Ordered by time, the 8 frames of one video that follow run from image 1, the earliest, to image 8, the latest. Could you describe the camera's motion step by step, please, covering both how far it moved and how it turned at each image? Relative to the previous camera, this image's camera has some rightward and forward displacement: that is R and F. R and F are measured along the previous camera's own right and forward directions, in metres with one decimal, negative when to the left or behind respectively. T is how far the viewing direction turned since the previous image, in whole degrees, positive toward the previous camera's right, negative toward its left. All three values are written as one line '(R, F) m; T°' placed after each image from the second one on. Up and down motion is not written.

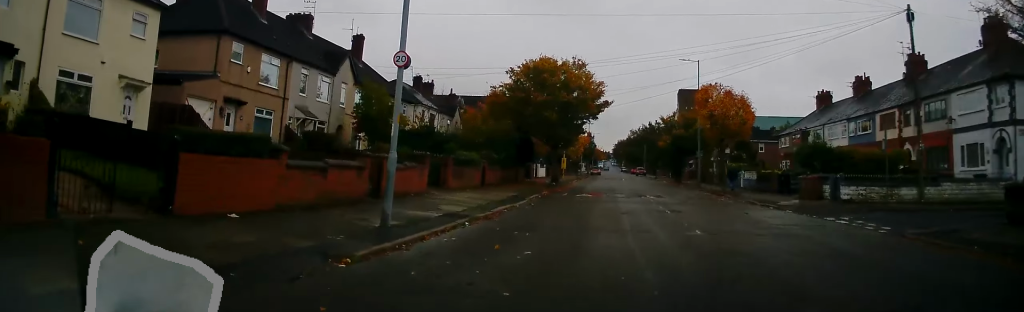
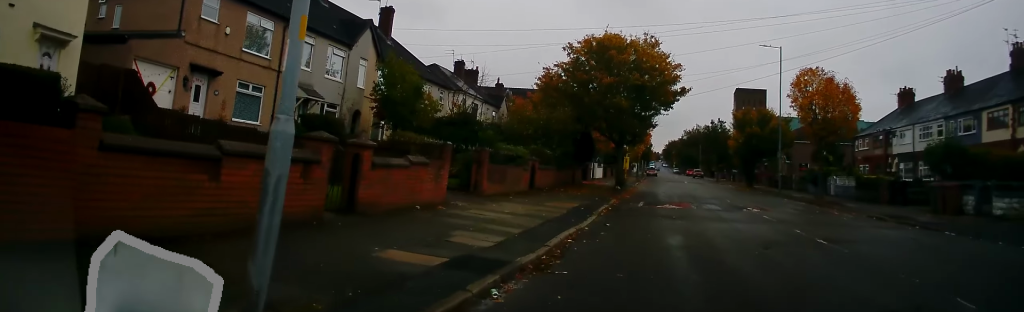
(-0.8, +7.5) m; -7°
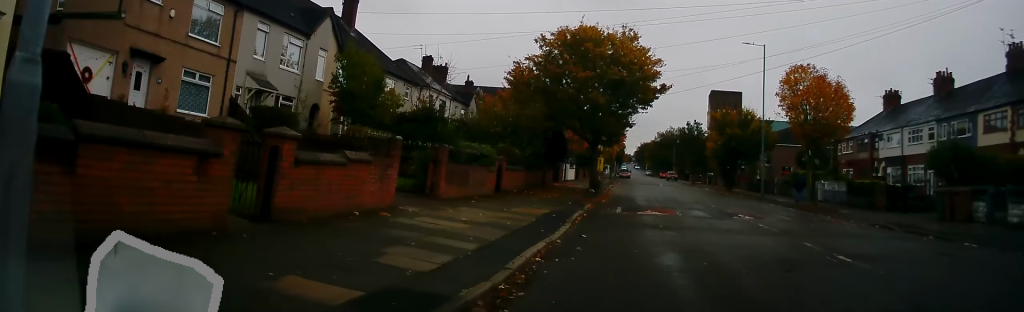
(-0.1, +2.3) m; +2°
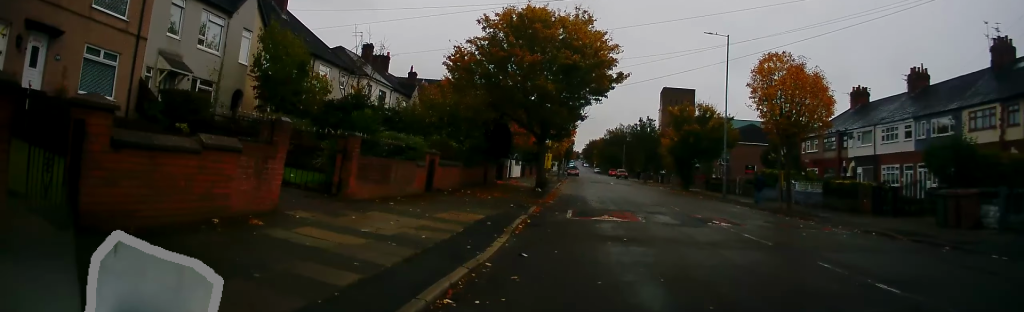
(+0.3, +3.2) m; +9°
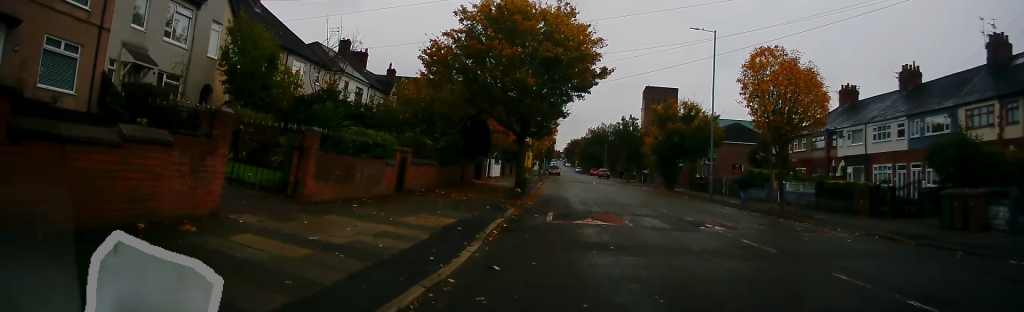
(+0.2, +1.5) m; 0°
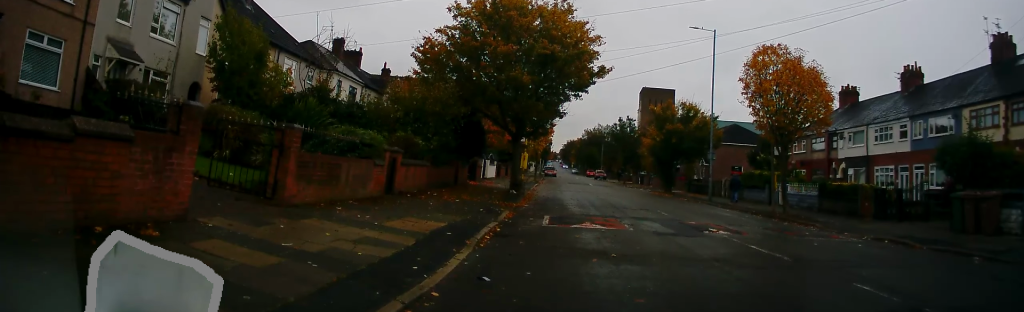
(-0.6, +0.7) m; 0°
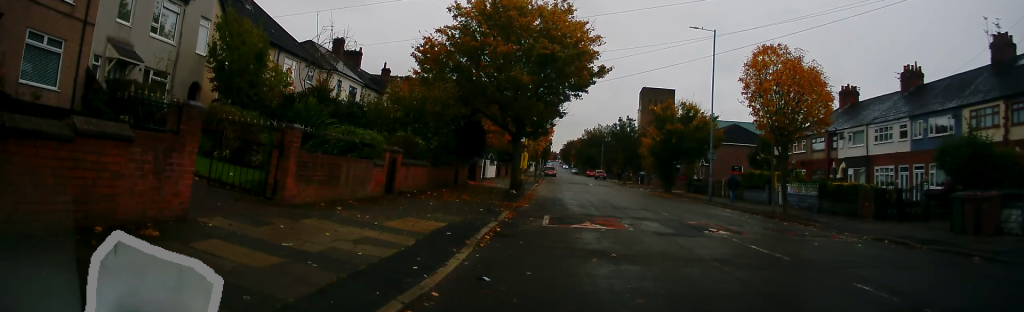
(0.0, +0.1) m; 0°
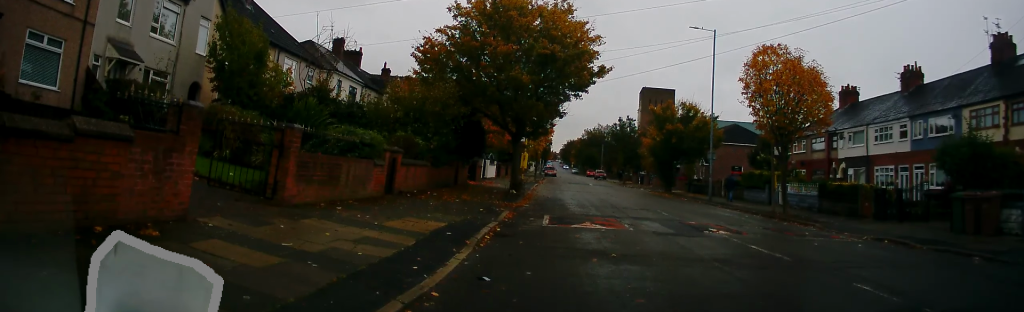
(0.0, 0.0) m; 0°
